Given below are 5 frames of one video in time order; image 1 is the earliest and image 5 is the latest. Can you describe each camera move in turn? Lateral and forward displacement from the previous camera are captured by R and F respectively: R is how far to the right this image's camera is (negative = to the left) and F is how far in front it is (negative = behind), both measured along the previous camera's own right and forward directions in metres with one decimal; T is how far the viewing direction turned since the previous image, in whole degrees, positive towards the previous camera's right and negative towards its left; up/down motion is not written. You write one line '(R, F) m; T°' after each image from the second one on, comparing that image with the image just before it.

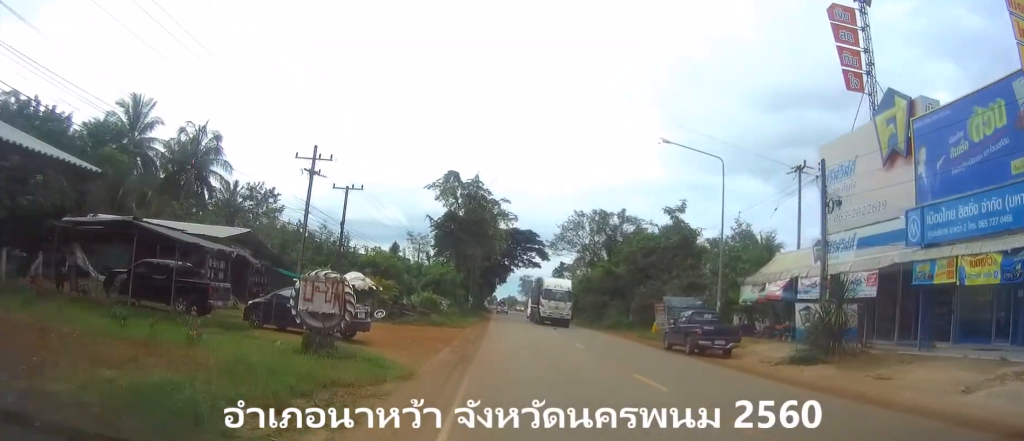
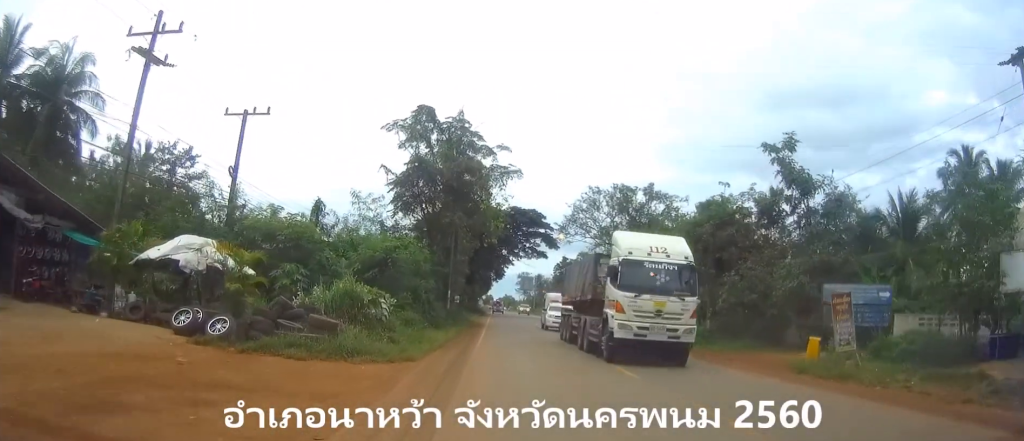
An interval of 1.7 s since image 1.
(+0.1, +22.7) m; -1°
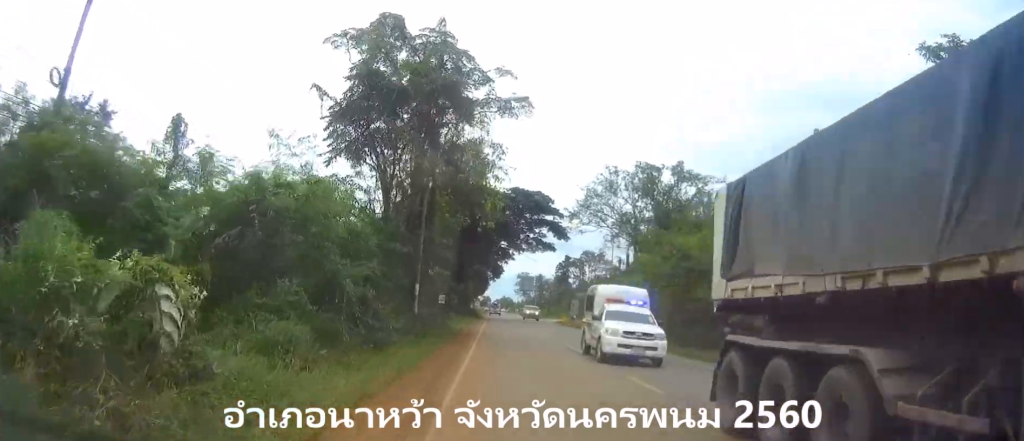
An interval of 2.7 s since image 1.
(-0.2, +14.7) m; 0°
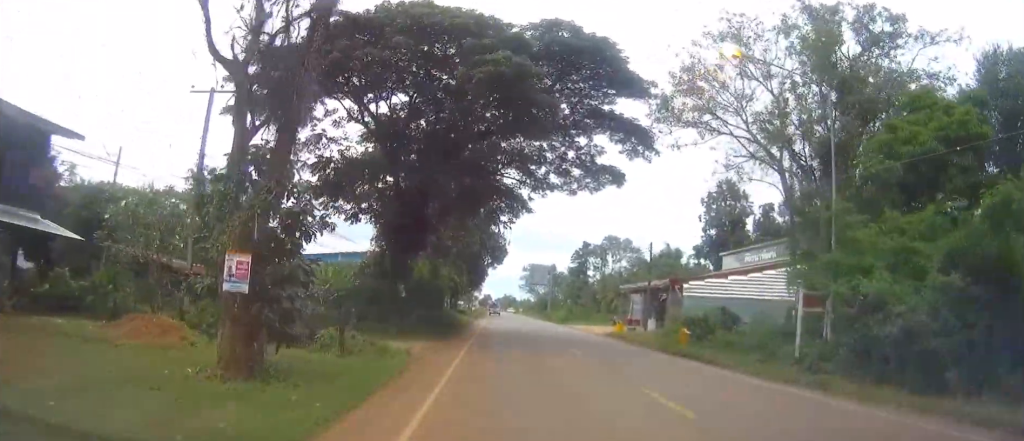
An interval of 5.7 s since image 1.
(+0.2, +40.9) m; -1°
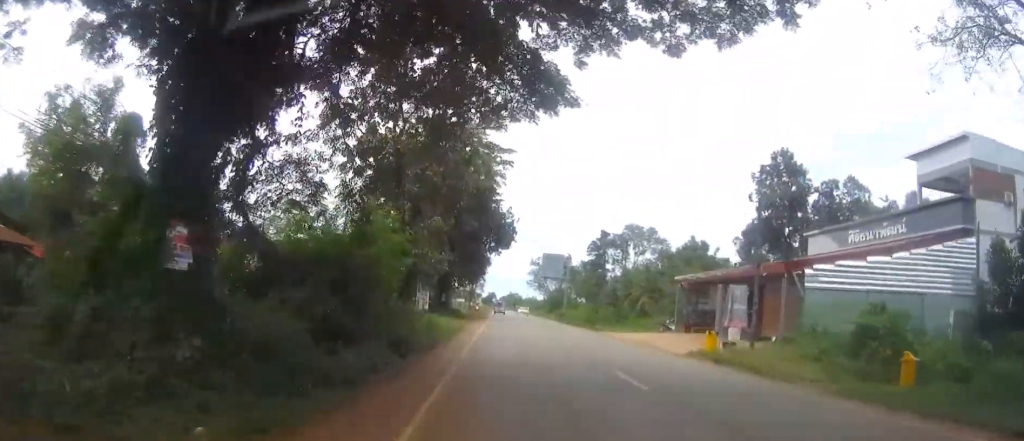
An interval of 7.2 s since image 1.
(0.0, +21.4) m; +1°
